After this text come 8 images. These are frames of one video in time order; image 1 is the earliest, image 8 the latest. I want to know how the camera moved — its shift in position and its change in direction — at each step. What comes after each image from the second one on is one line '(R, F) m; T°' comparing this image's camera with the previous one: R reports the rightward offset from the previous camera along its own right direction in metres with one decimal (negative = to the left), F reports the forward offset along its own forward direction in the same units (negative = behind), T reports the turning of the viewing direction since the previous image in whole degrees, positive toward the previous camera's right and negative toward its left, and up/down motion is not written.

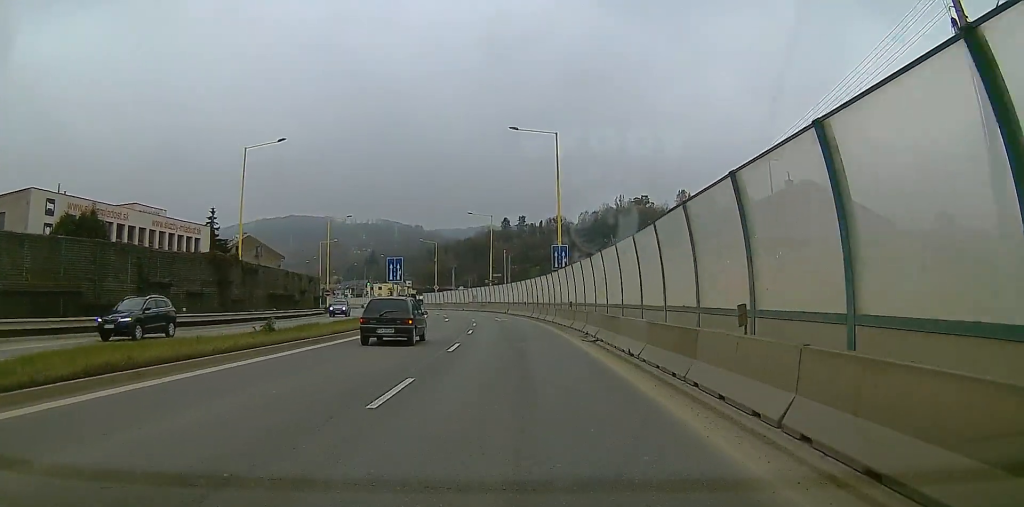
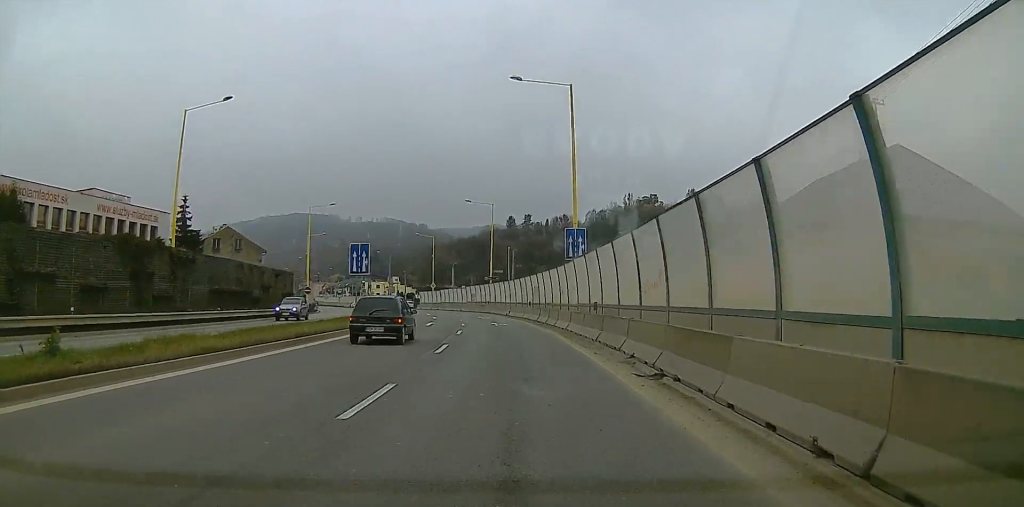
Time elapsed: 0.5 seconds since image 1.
(+0.1, +10.0) m; -1°
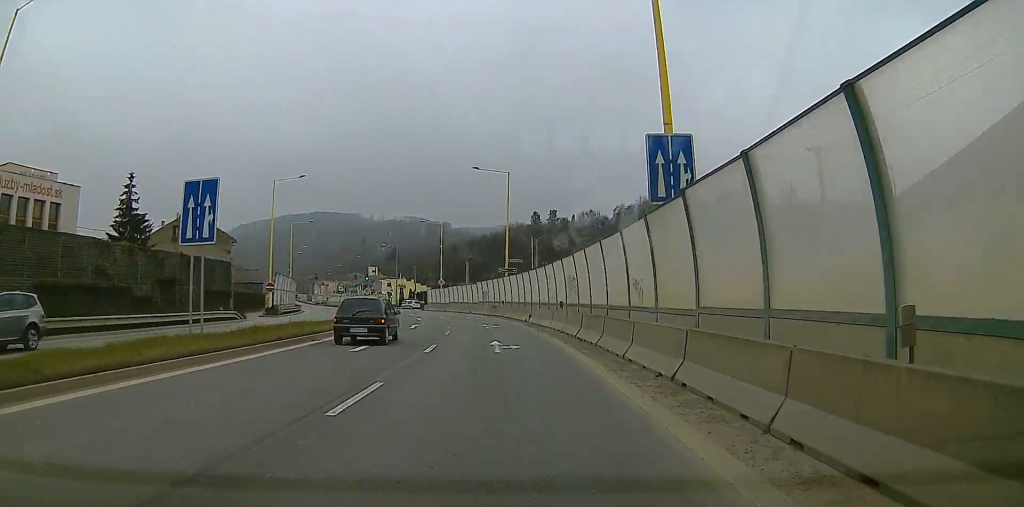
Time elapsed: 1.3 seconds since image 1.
(-1.1, +18.2) m; -2°
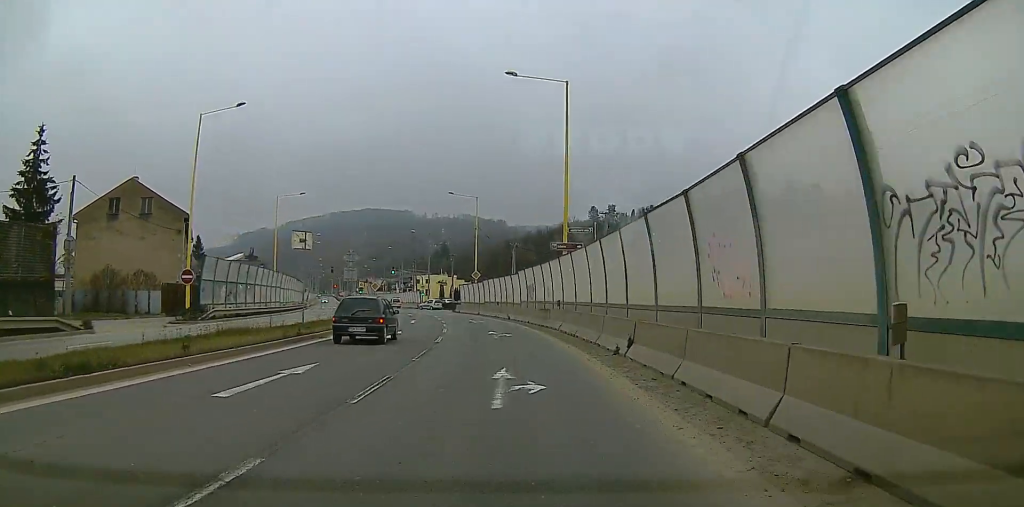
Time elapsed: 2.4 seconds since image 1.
(+0.4, +23.6) m; -1°
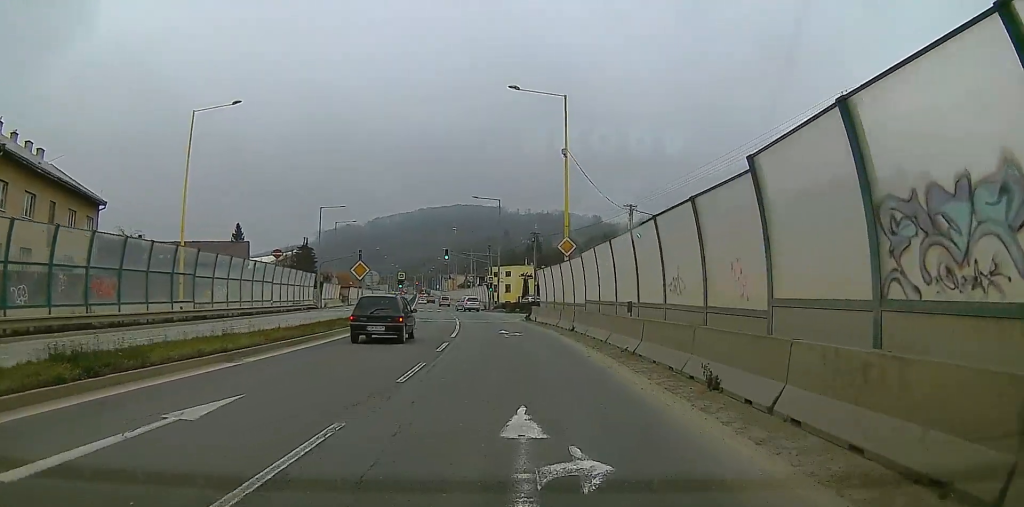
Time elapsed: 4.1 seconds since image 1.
(-3.2, +34.9) m; -10°
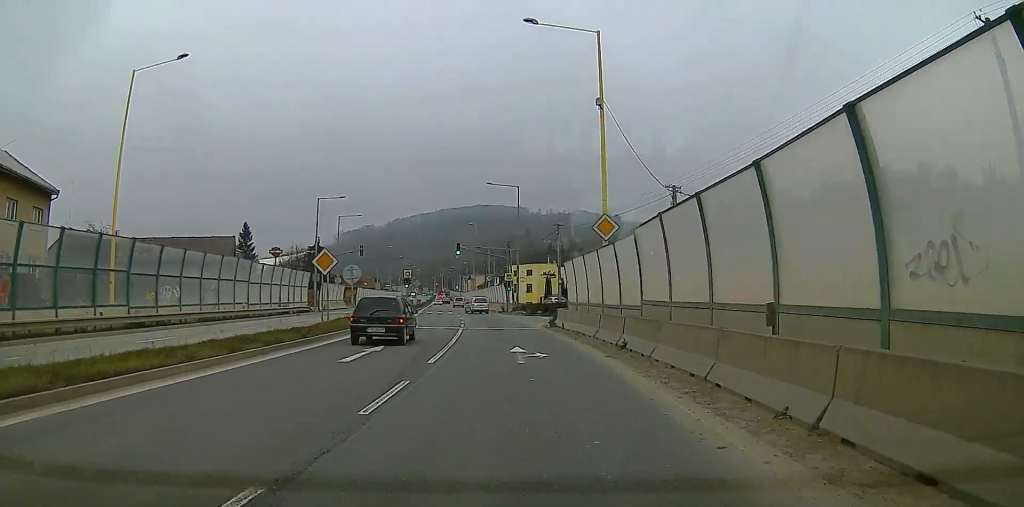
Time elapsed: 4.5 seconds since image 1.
(-0.2, +9.0) m; -2°
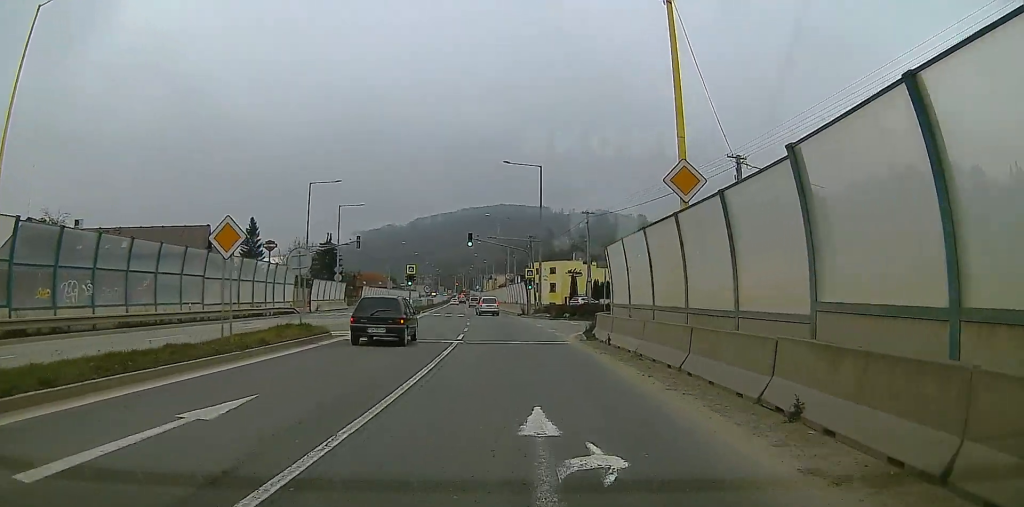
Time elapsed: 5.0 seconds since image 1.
(-0.2, +9.9) m; -1°
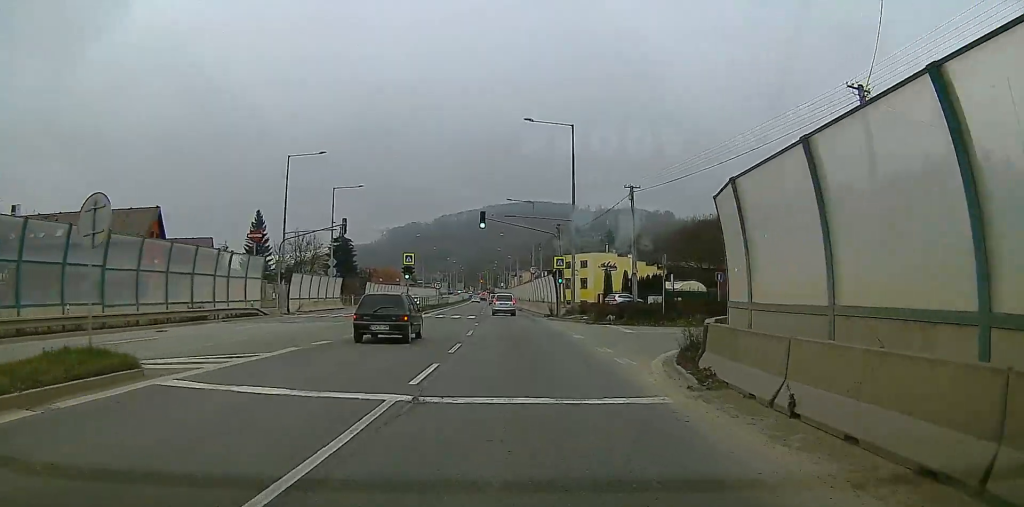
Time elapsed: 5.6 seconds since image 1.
(-0.1, +12.2) m; -2°
